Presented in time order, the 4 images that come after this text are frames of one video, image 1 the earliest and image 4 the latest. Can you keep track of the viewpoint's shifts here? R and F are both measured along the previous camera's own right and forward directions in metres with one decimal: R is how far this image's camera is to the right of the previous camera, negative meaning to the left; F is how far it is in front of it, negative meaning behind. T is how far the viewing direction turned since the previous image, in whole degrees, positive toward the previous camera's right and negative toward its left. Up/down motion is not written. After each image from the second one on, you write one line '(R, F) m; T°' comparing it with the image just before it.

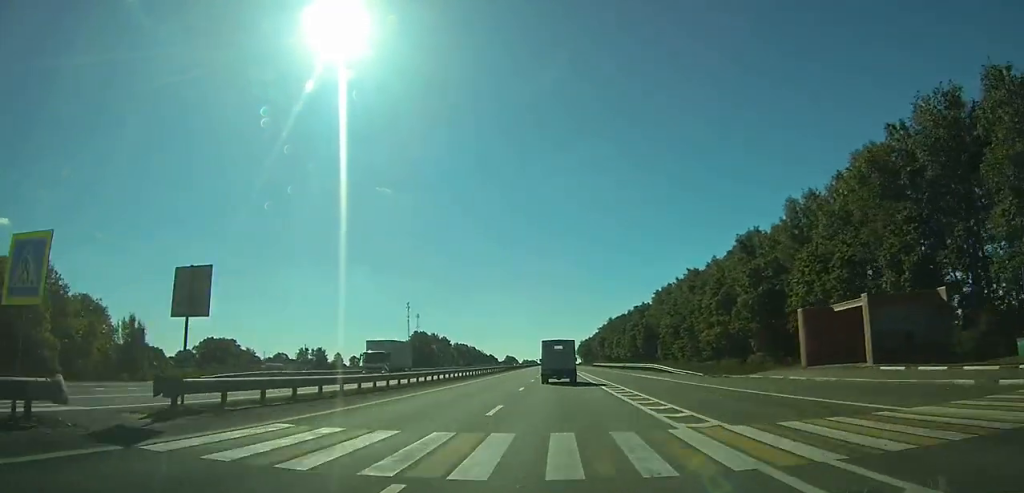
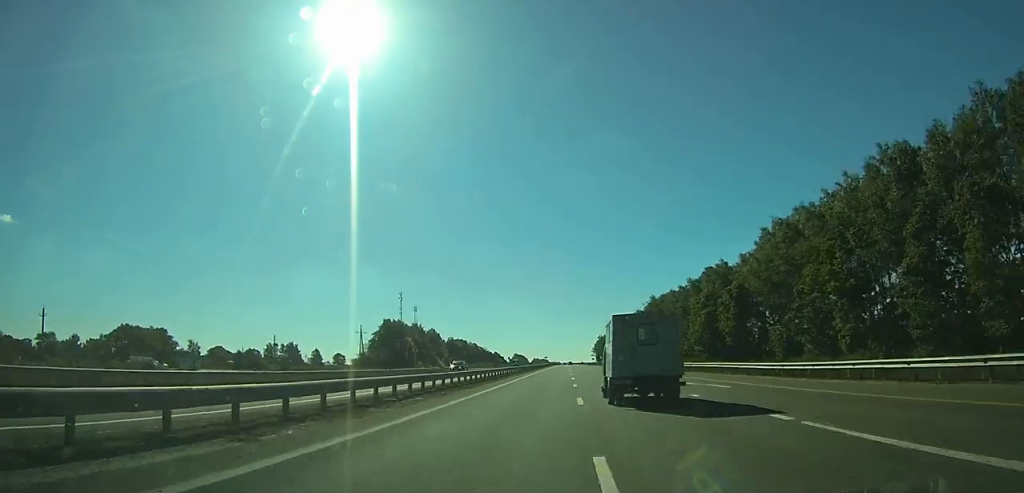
(-0.7, +81.3) m; -1°
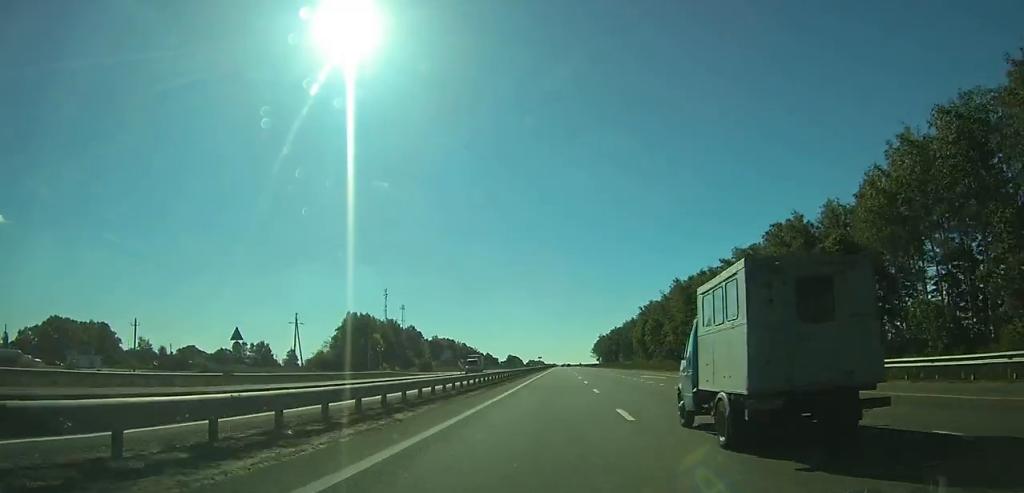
(0.0, +40.0) m; 0°
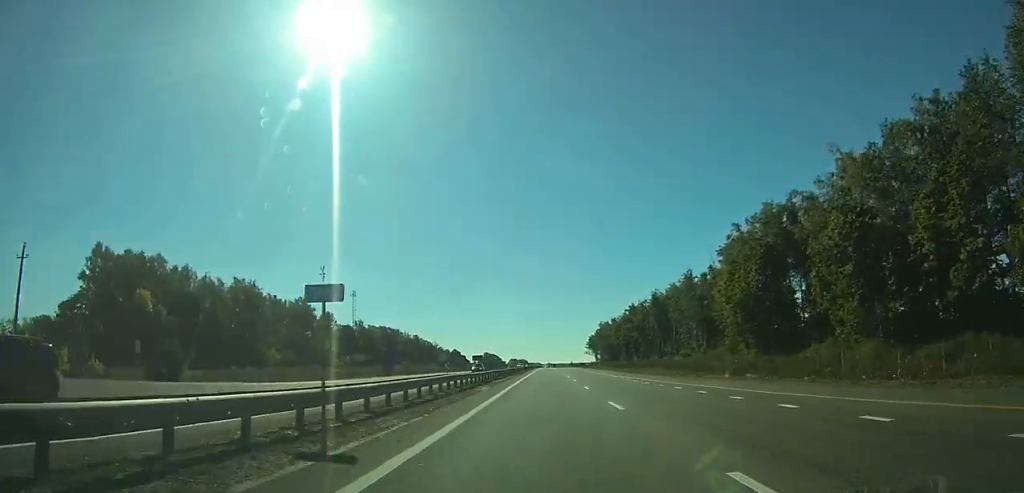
(+1.1, +117.1) m; +1°
